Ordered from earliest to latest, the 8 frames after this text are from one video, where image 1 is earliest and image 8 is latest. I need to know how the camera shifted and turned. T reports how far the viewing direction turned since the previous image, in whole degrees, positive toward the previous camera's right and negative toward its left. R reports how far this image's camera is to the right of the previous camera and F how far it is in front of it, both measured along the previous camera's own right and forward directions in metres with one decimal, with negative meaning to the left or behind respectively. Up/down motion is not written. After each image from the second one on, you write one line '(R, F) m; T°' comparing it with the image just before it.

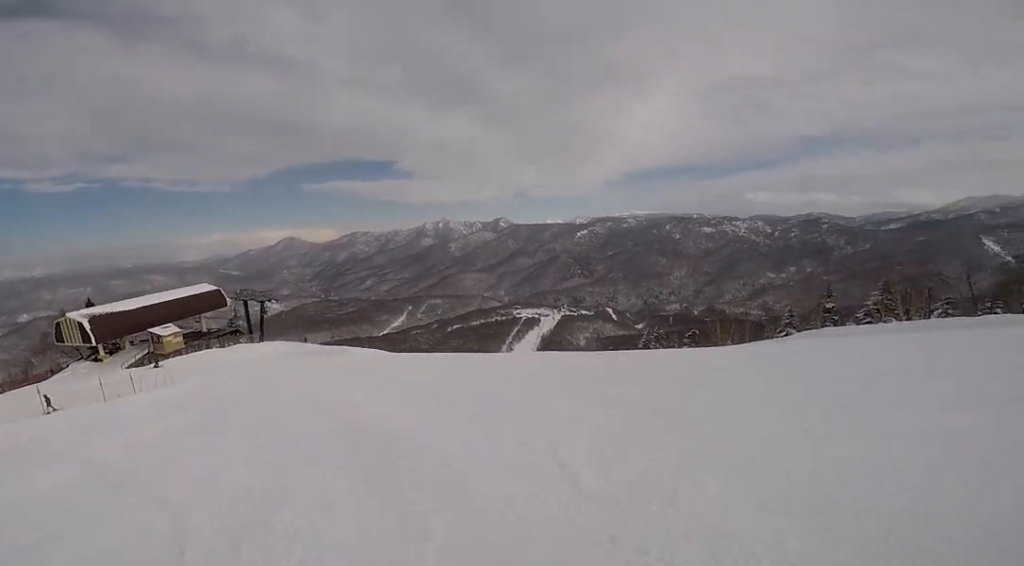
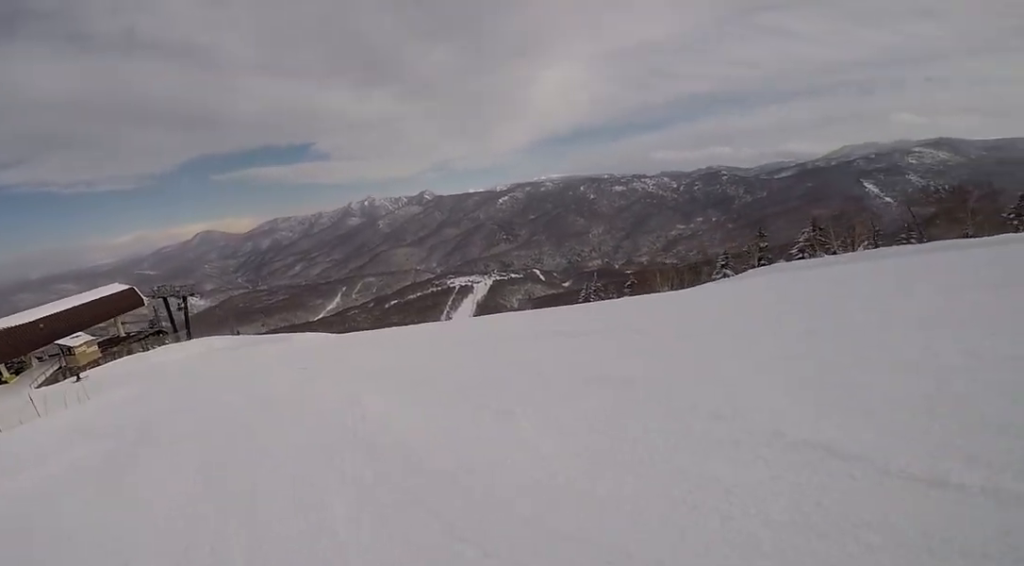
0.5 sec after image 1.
(+1.0, +2.2) m; +10°
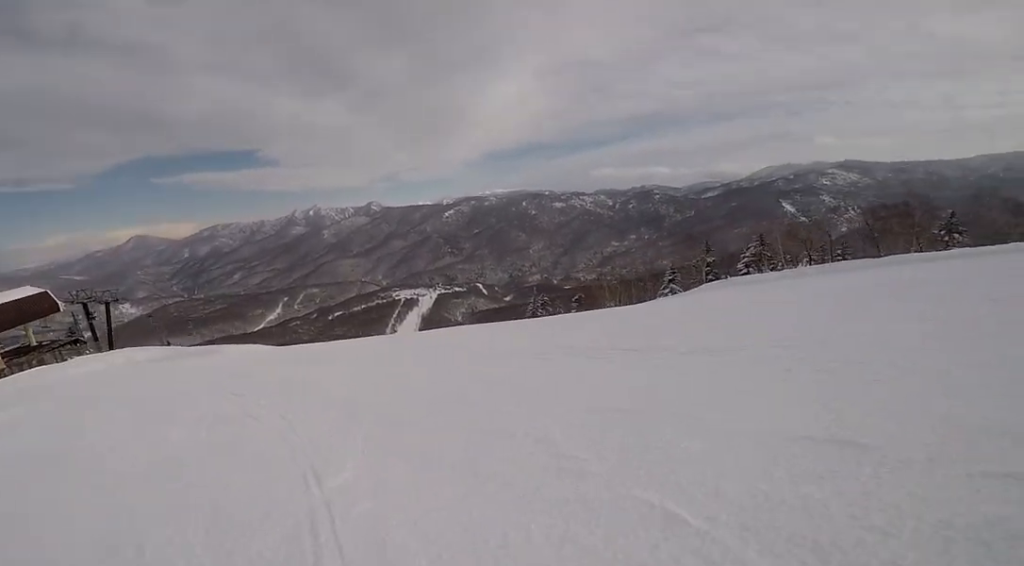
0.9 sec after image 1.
(+0.2, +2.4) m; 0°
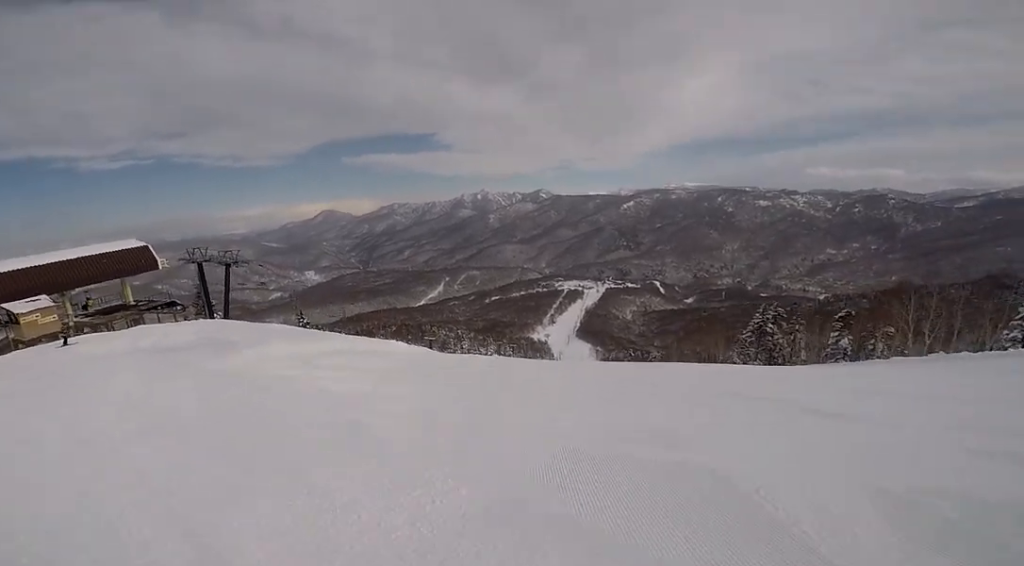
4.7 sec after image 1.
(-12.3, +13.4) m; -41°
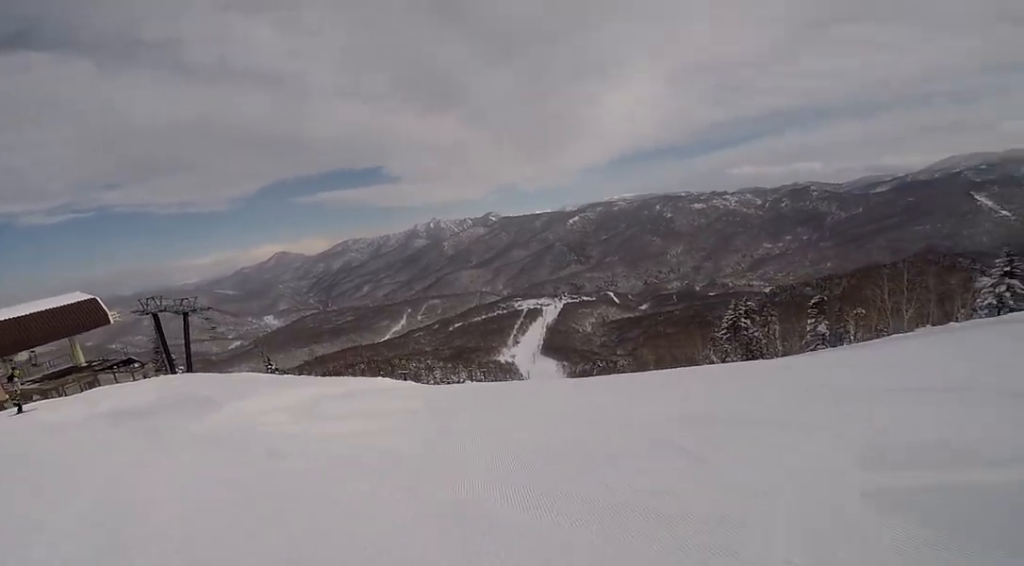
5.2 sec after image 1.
(+1.0, +2.3) m; +22°
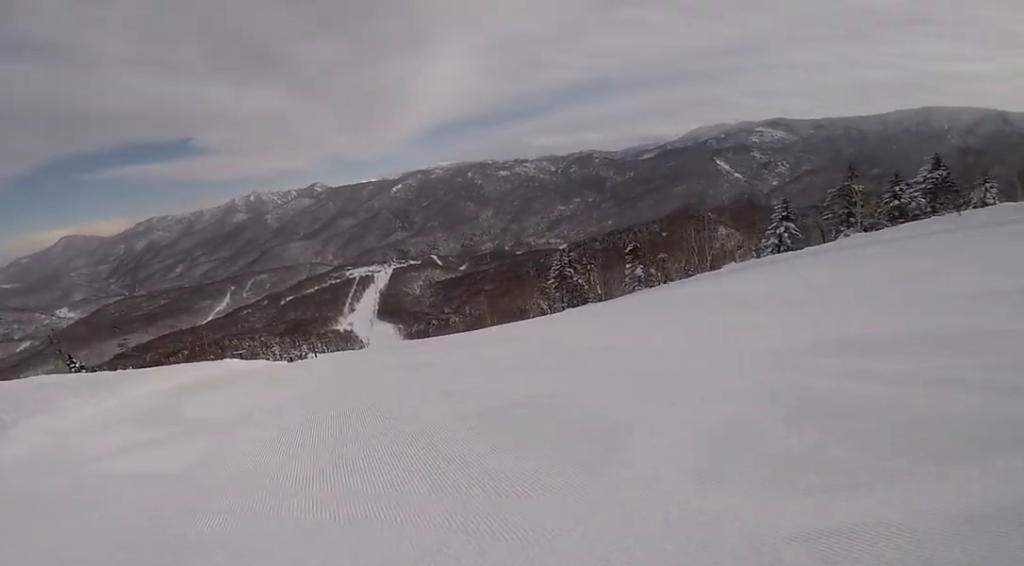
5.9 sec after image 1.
(+0.8, +3.0) m; +28°
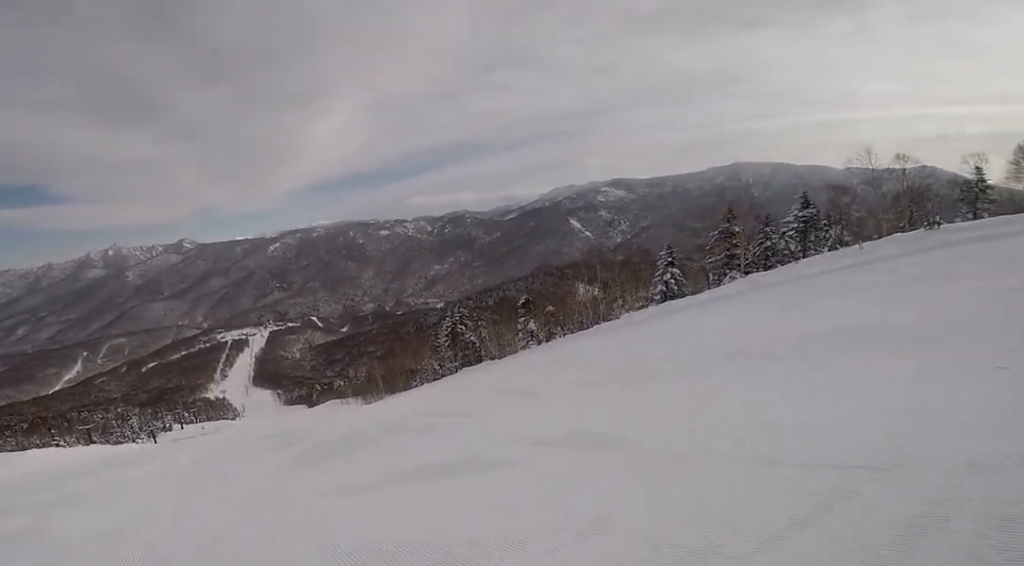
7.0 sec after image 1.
(+1.5, +4.2) m; +33°
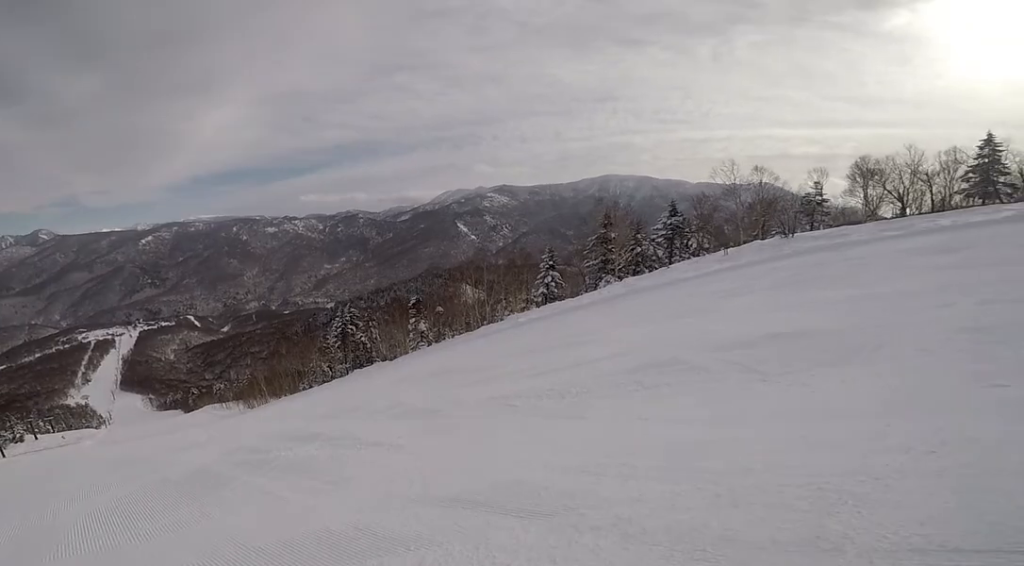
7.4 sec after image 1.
(+0.5, +1.7) m; +4°
